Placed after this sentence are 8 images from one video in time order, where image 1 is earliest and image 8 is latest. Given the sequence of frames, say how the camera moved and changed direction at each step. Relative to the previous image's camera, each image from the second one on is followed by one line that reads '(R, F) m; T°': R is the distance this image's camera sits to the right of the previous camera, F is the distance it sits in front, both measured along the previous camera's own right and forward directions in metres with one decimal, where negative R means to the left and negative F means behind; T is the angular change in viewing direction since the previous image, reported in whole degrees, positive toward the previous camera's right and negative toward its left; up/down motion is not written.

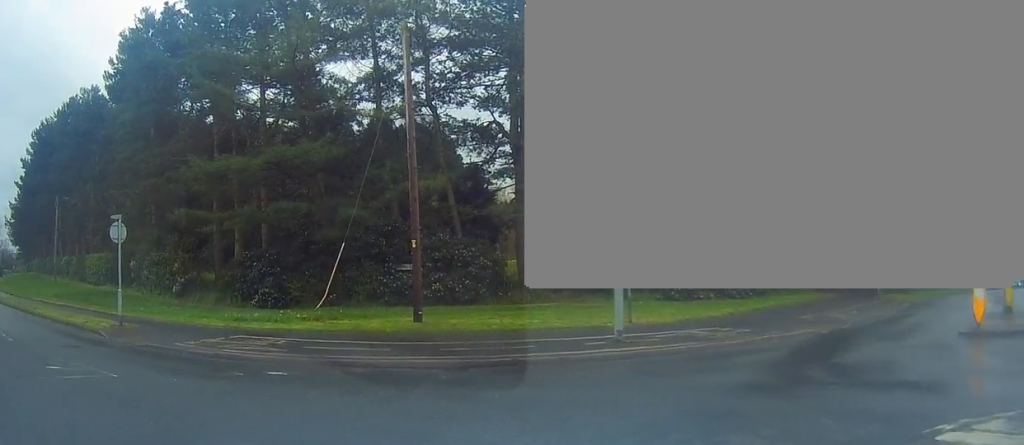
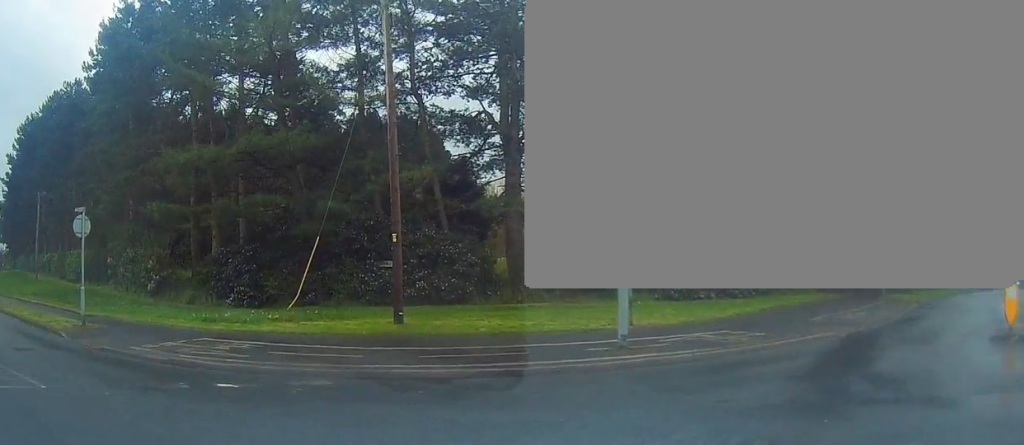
(0.0, +1.5) m; +1°
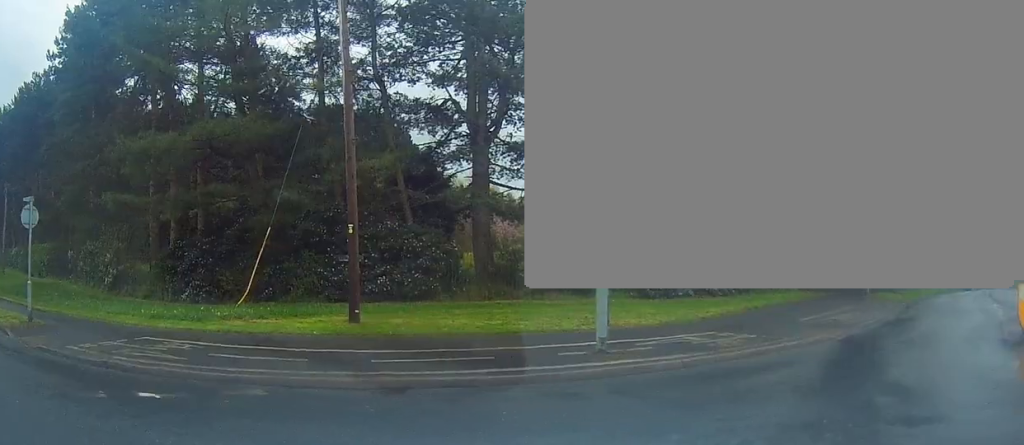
(0.0, +1.3) m; +3°
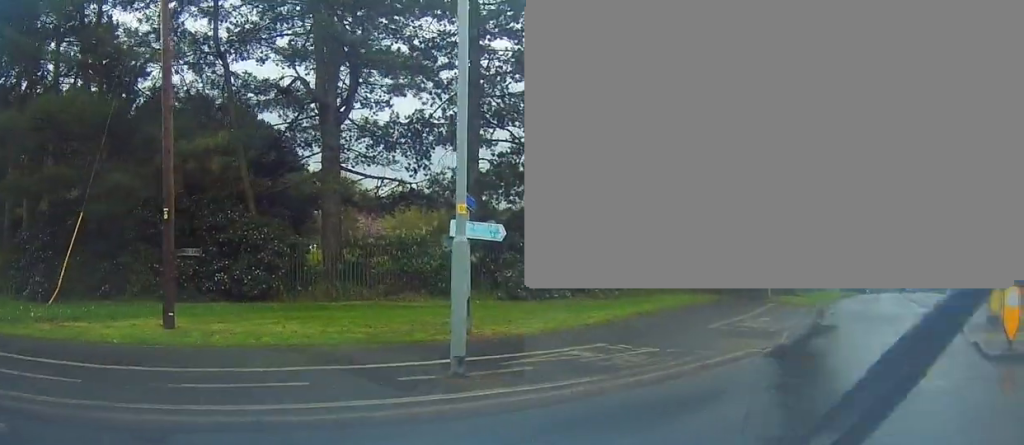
(+0.2, +2.9) m; +14°
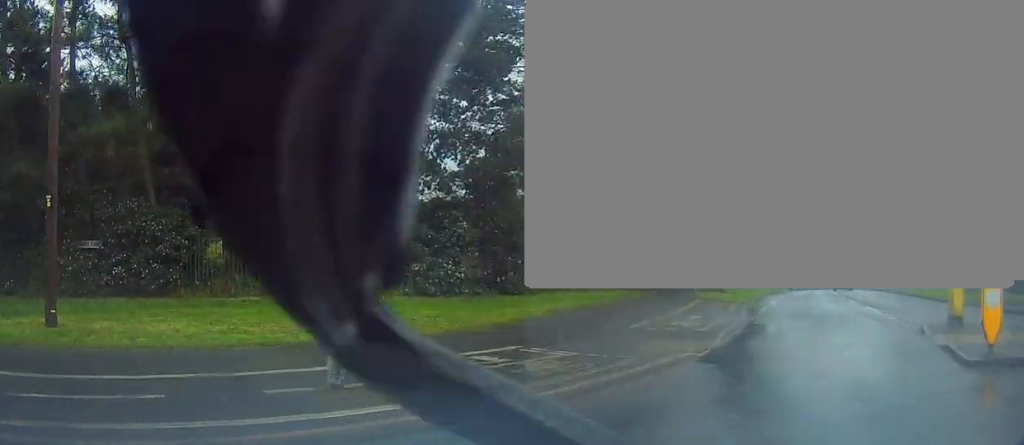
(-0.1, +1.4) m; +9°
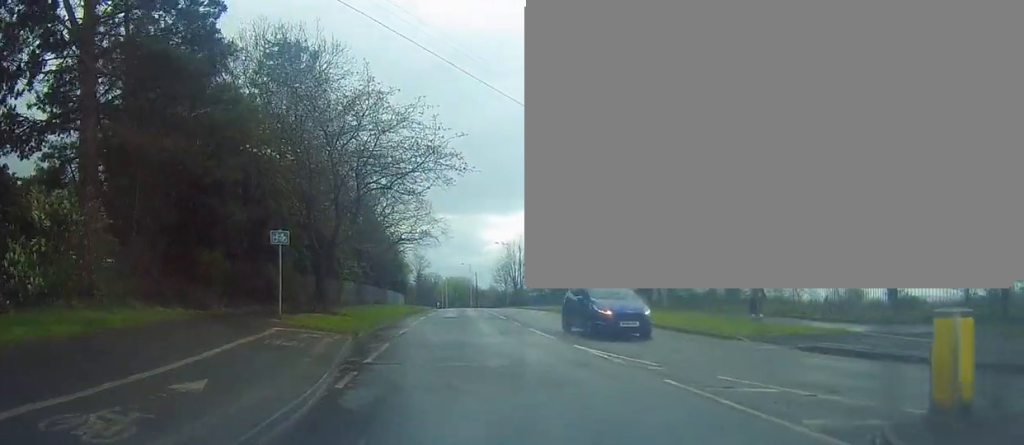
(+2.5, +9.4) m; +20°
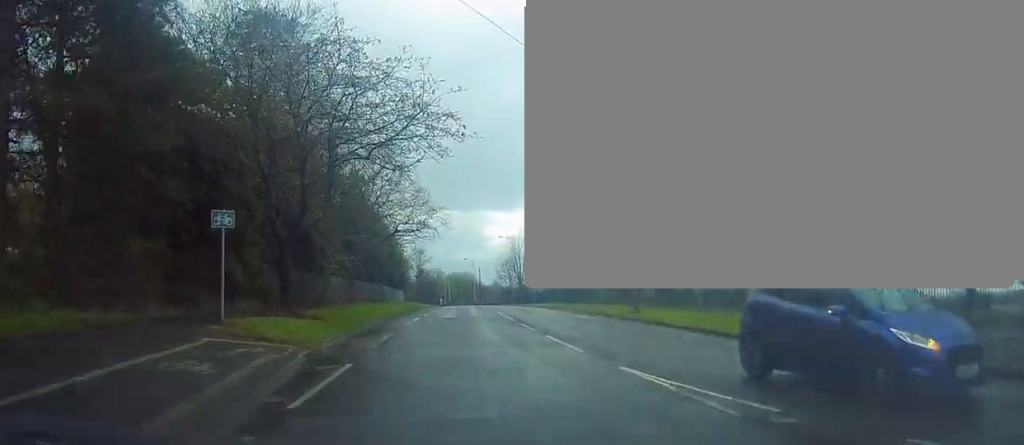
(+0.2, +4.3) m; +3°
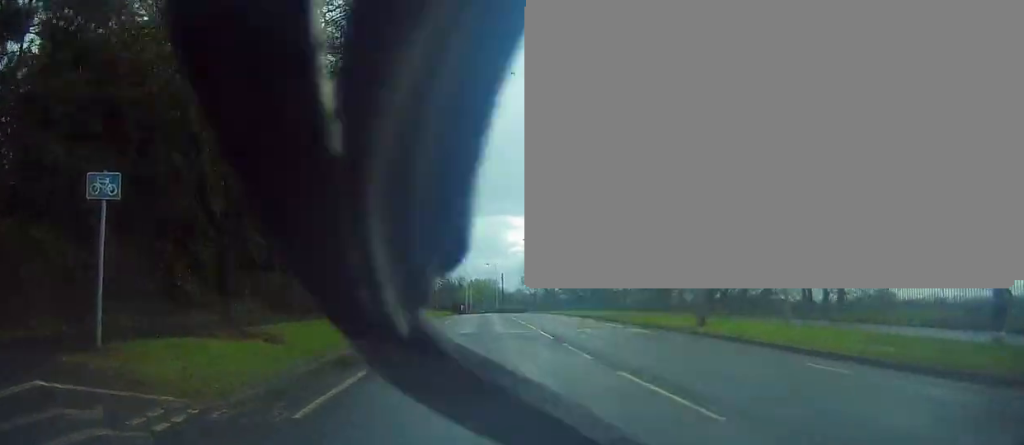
(+0.2, +5.6) m; -2°
